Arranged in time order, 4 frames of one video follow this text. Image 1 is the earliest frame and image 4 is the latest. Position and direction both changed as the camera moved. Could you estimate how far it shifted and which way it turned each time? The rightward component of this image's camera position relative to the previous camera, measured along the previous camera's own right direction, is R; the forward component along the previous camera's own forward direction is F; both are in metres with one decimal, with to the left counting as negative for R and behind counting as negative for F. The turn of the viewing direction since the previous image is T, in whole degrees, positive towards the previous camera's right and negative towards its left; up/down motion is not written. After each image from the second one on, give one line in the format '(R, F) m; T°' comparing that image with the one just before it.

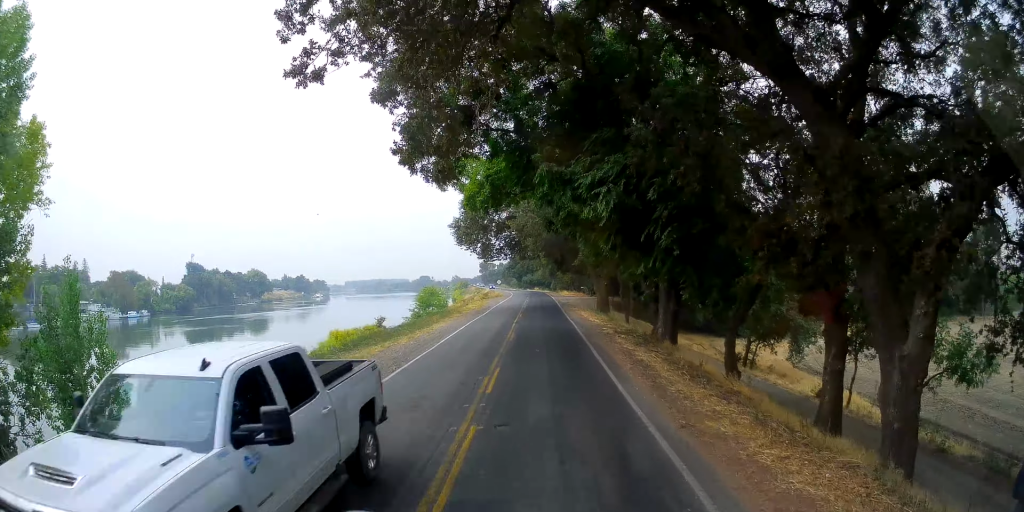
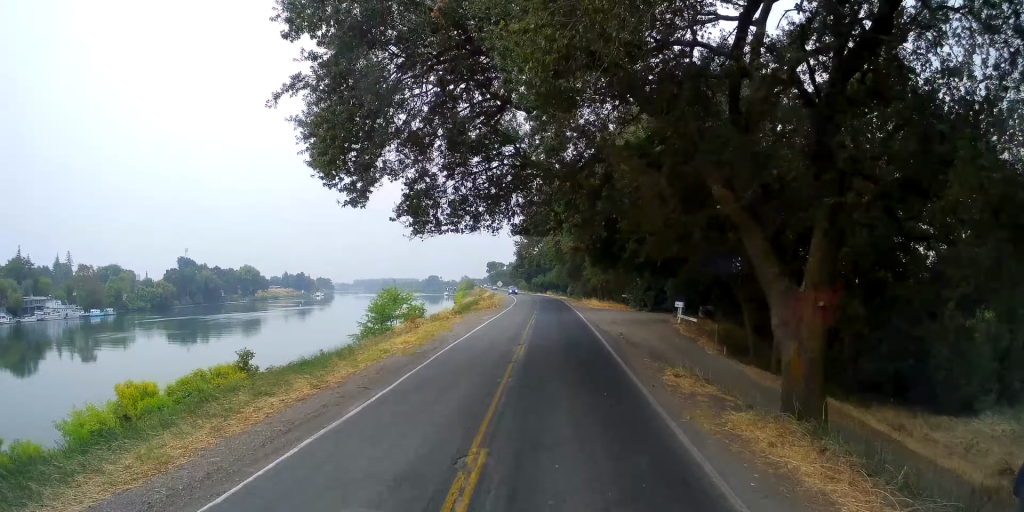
(-0.5, +32.0) m; -2°
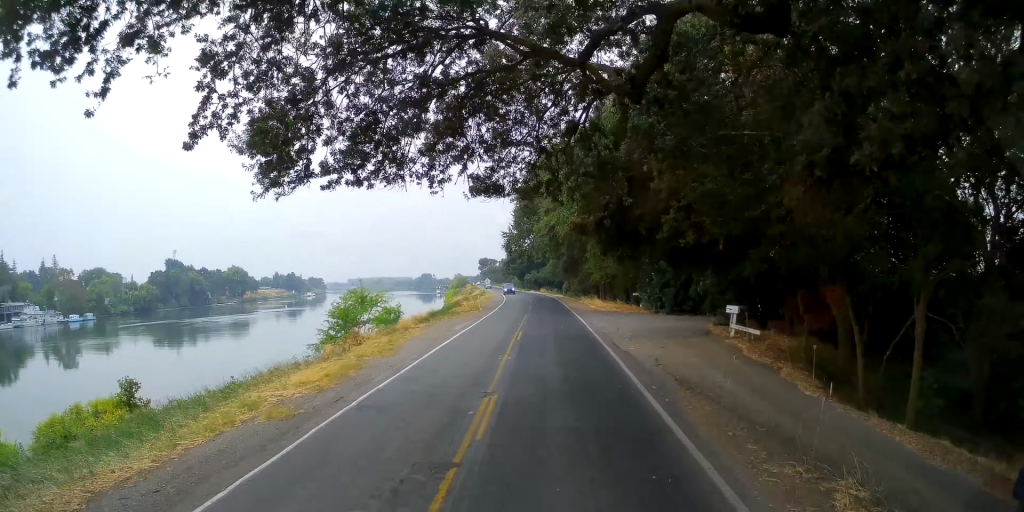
(+0.1, +10.5) m; +1°
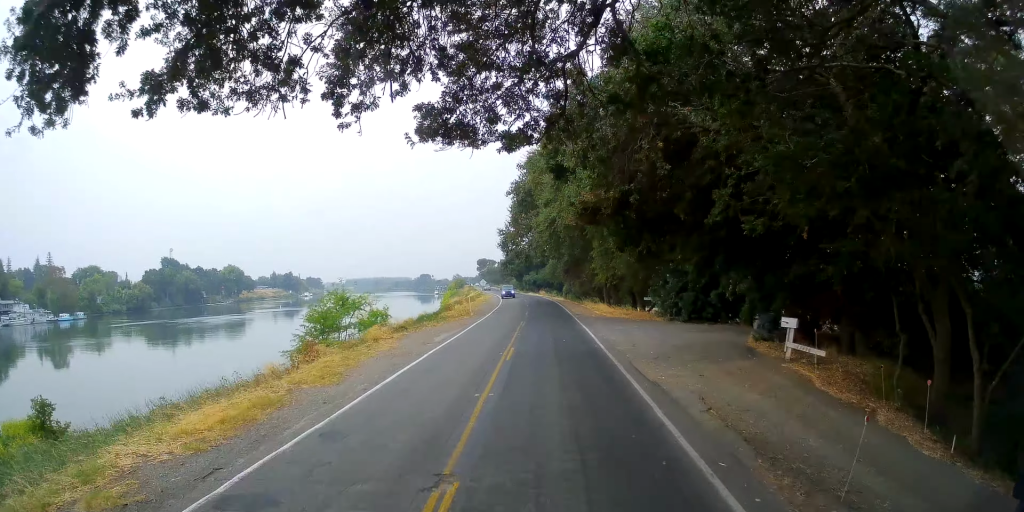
(+0.2, +5.8) m; 0°
